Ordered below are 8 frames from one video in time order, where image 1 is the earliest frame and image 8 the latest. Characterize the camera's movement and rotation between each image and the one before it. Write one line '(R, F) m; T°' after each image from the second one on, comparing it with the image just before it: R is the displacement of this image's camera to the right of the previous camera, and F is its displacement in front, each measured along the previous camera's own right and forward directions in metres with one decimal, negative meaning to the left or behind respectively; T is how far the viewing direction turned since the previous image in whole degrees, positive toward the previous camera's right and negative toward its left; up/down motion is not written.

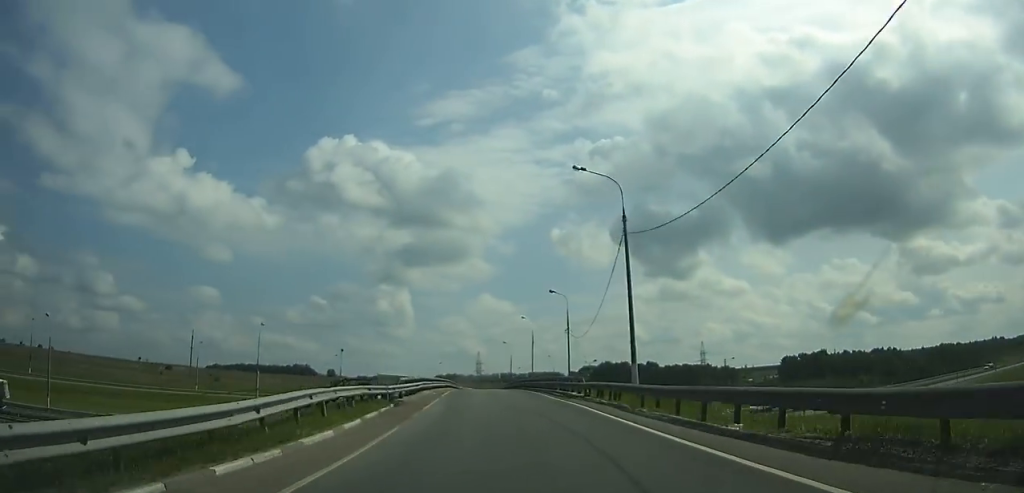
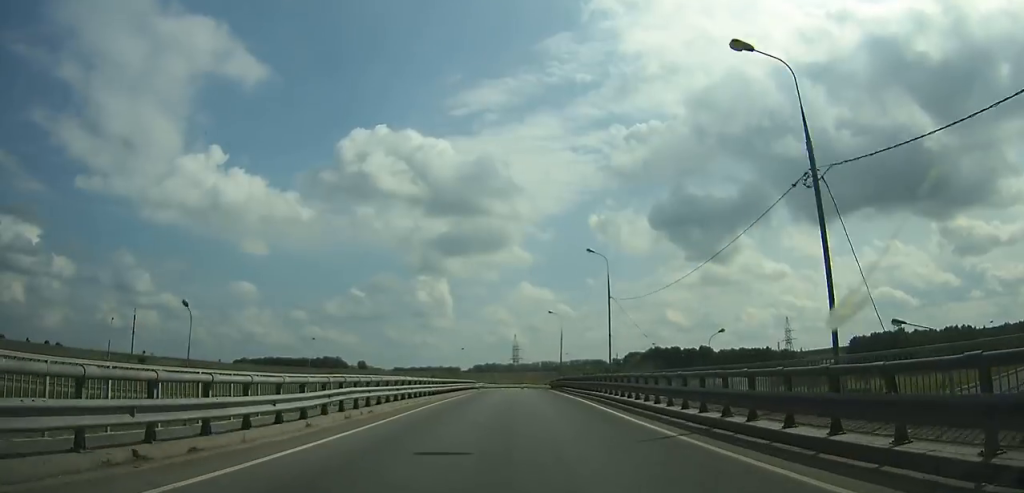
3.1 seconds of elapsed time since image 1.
(-6.9, +46.4) m; -9°
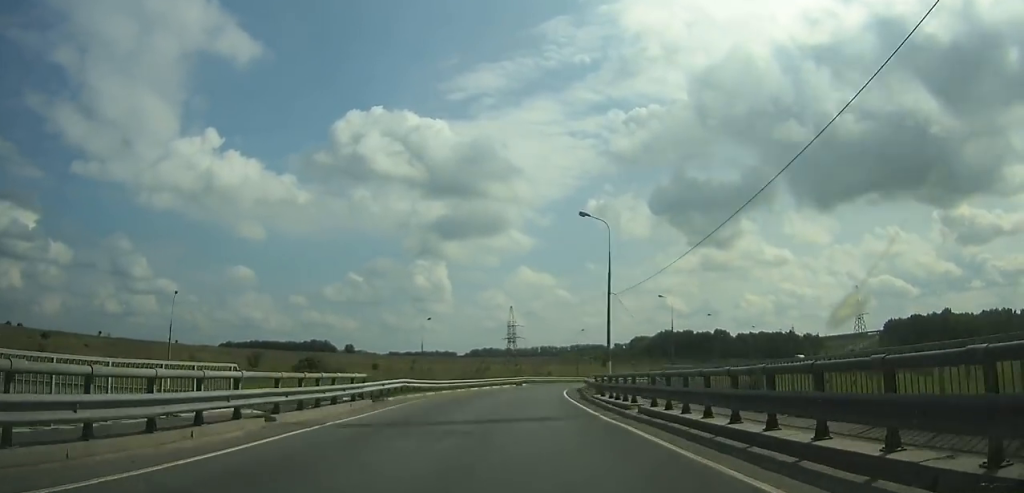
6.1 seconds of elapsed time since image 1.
(-0.7, +47.9) m; +2°
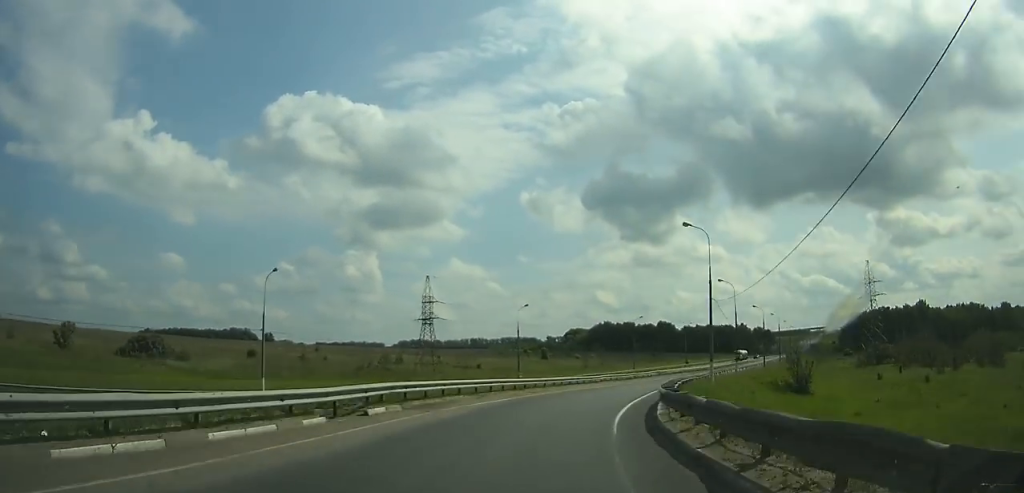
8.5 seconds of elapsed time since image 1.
(-0.1, +38.3) m; +8°
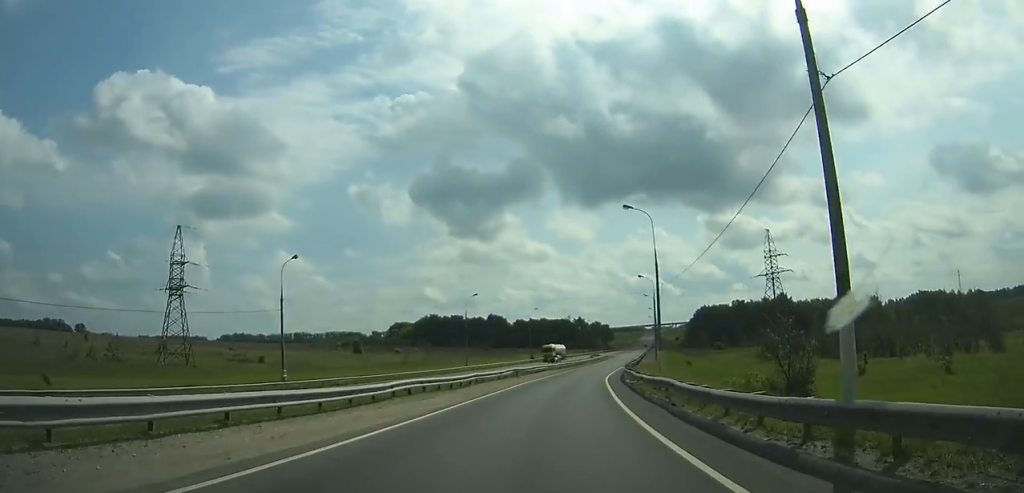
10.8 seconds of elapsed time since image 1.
(+4.9, +38.6) m; +11°
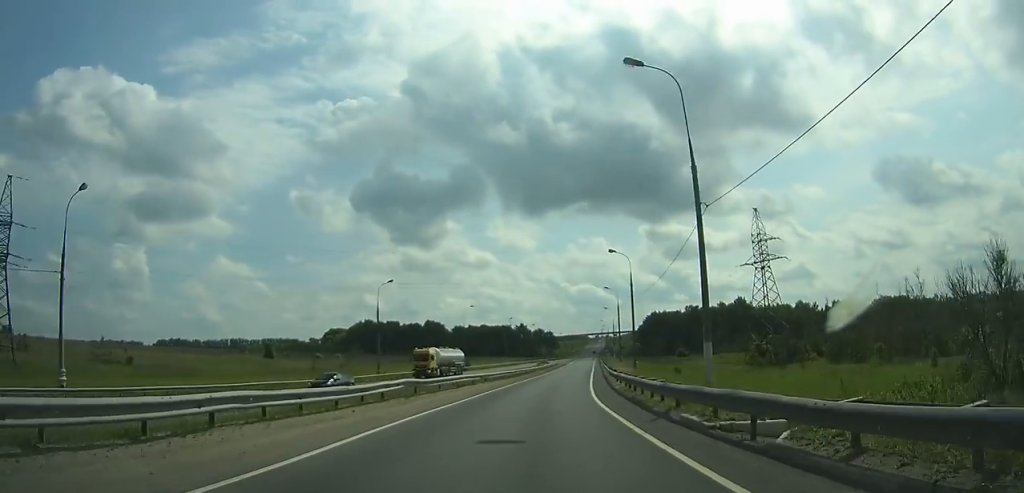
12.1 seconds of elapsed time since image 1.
(+1.1, +22.2) m; +5°
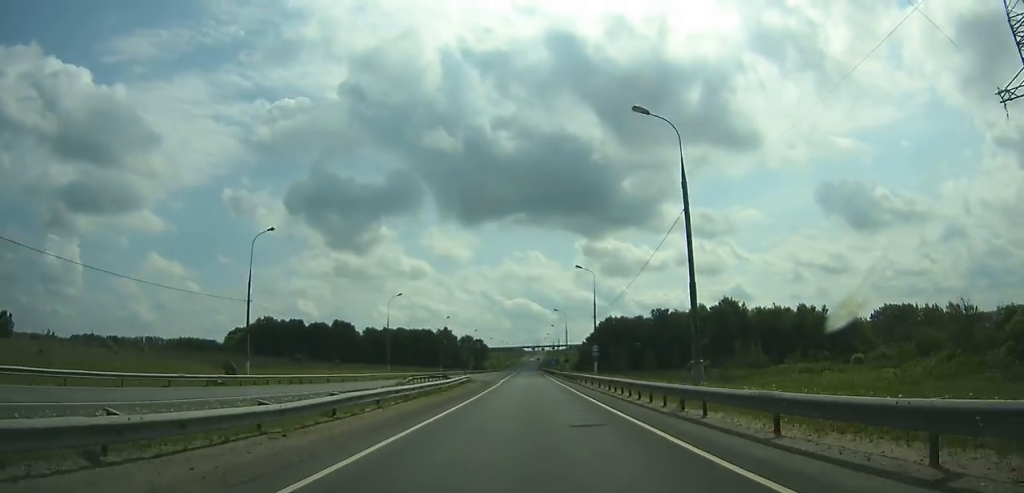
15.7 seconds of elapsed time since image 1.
(+7.7, +65.1) m; +8°
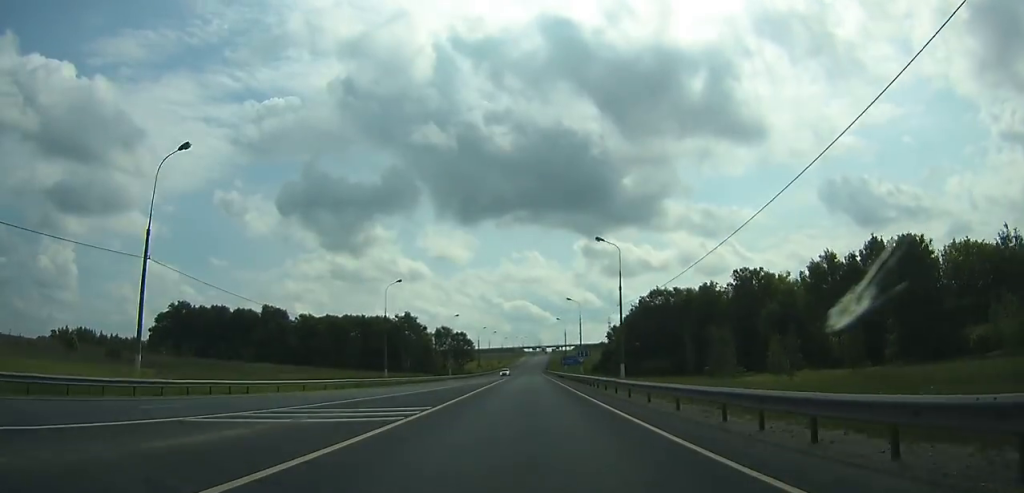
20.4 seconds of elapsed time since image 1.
(+2.2, +97.6) m; +1°
